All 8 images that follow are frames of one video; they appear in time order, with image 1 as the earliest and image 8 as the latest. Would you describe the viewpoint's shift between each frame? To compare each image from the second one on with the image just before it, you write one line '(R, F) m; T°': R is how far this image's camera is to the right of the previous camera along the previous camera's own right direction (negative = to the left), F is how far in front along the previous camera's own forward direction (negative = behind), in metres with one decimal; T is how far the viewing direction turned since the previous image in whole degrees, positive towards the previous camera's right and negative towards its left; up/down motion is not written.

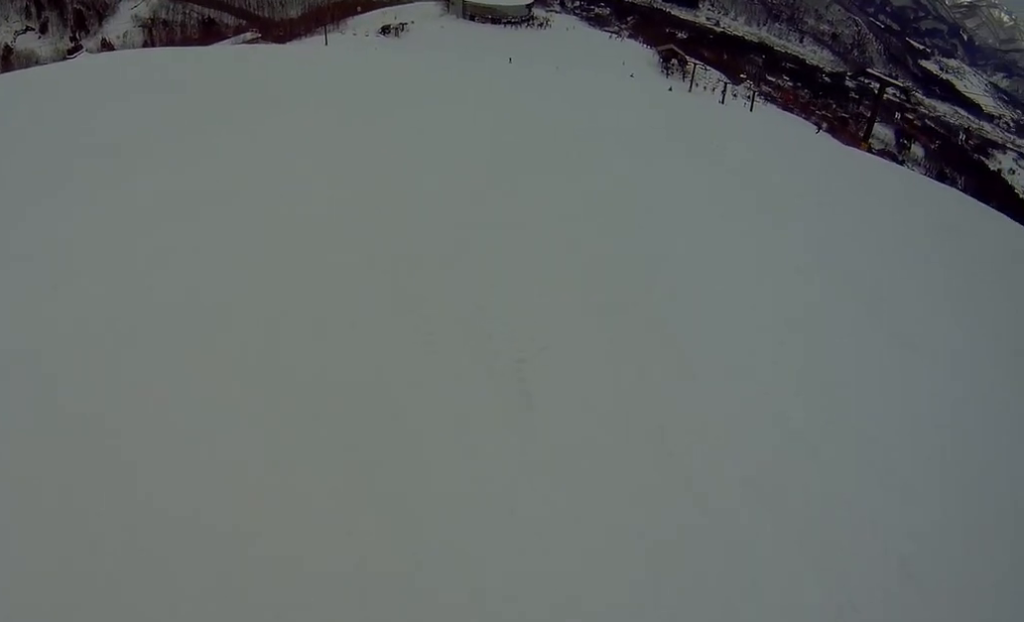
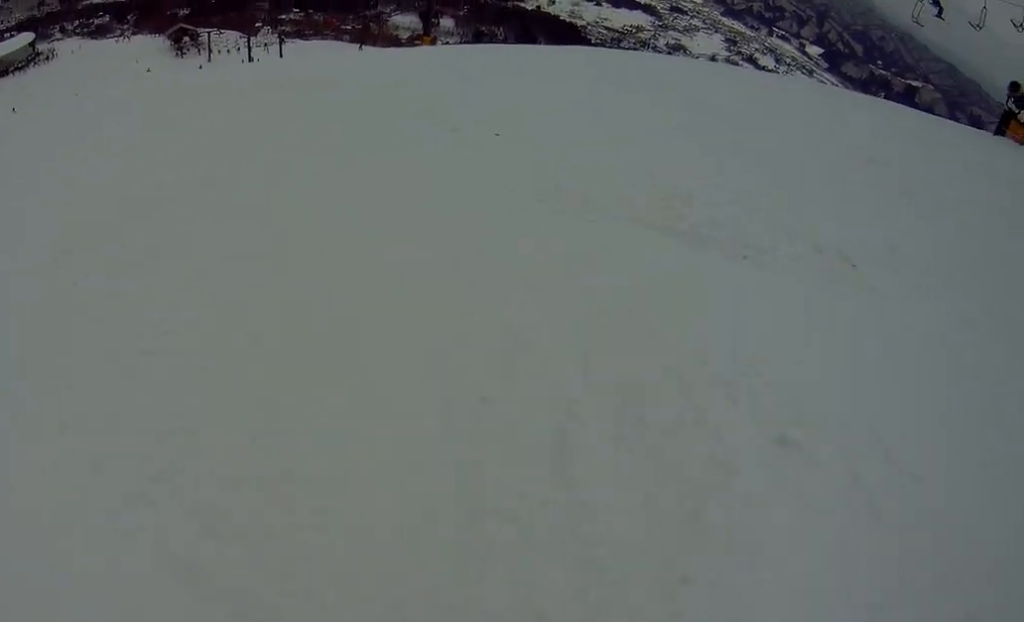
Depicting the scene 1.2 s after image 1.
(+1.0, +6.1) m; +26°
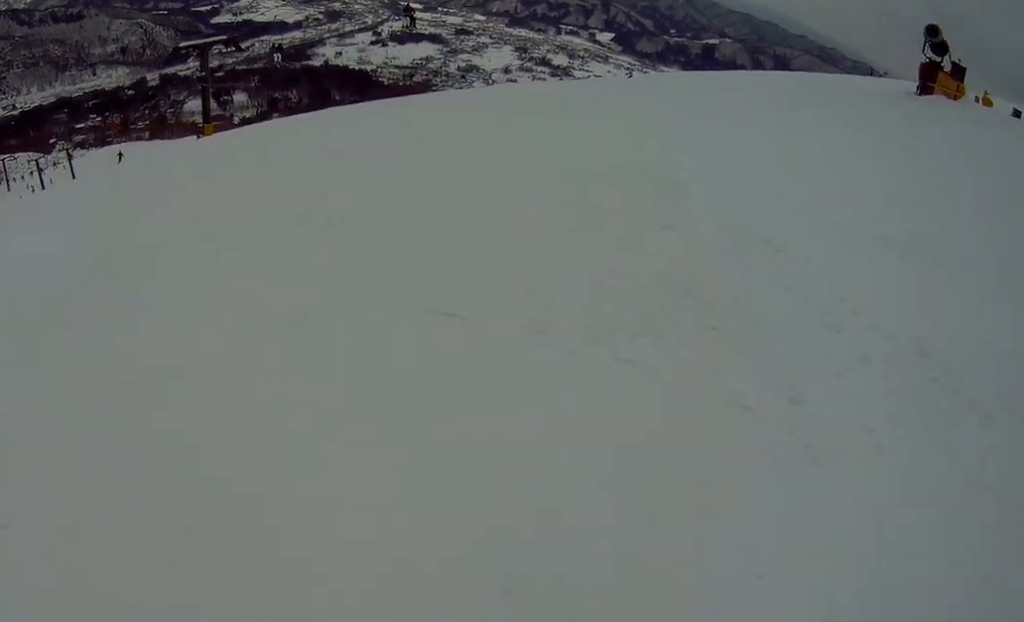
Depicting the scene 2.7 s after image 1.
(+1.9, +7.3) m; +11°
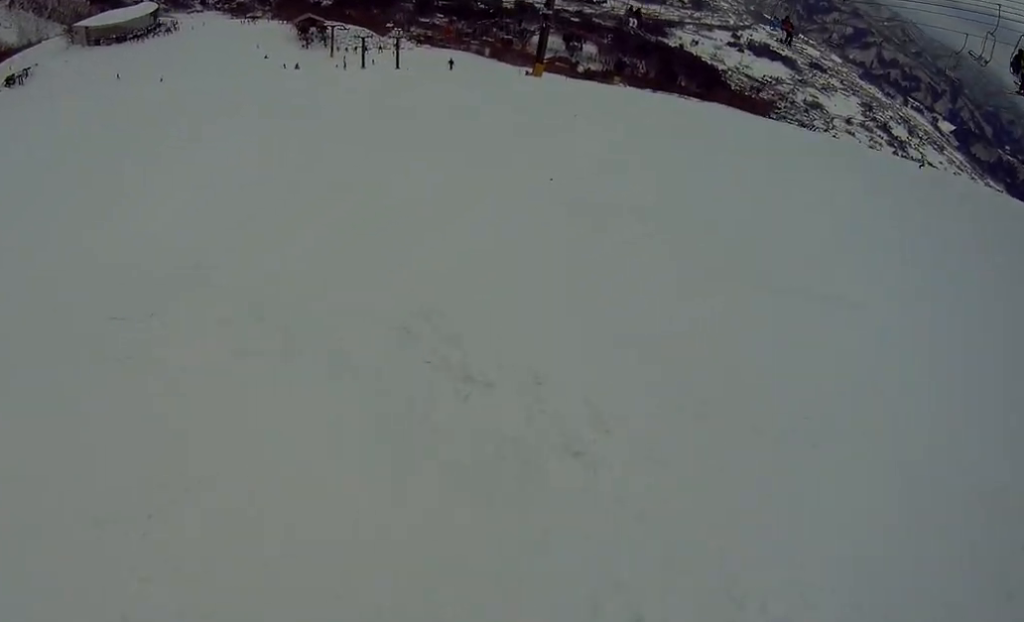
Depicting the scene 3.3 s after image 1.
(+0.3, +3.0) m; -10°
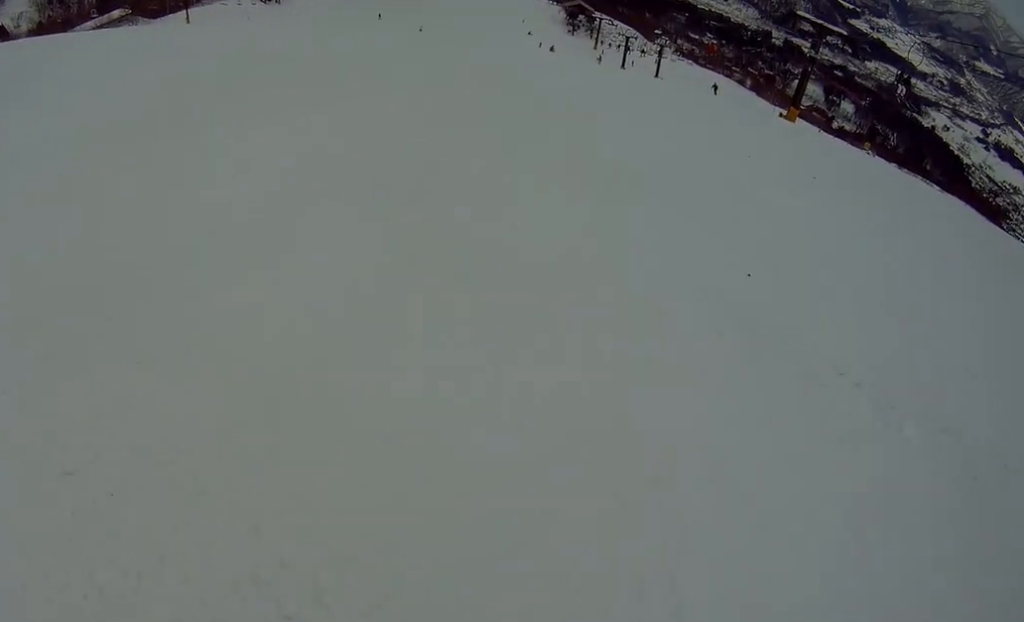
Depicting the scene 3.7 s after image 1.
(-0.4, +1.7) m; -21°
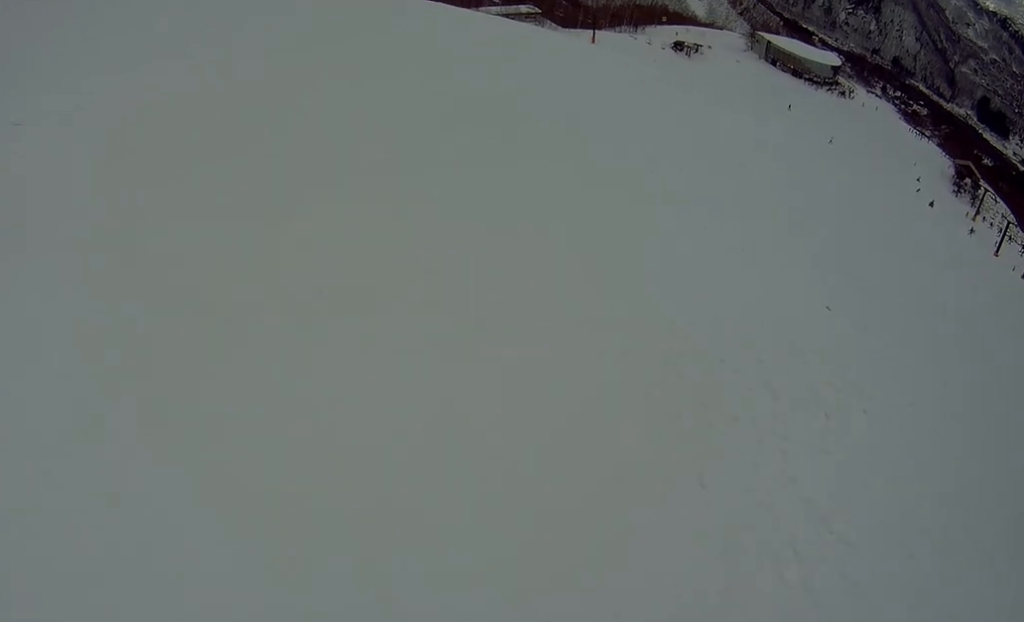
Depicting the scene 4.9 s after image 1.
(-2.5, +3.3) m; -56°
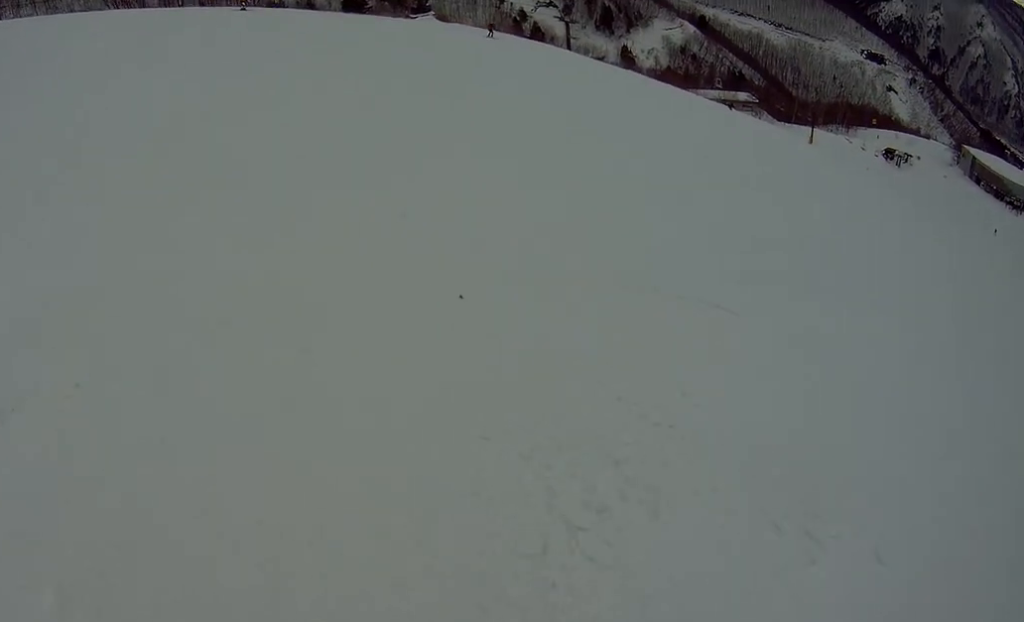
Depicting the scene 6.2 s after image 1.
(-0.6, +5.7) m; +3°
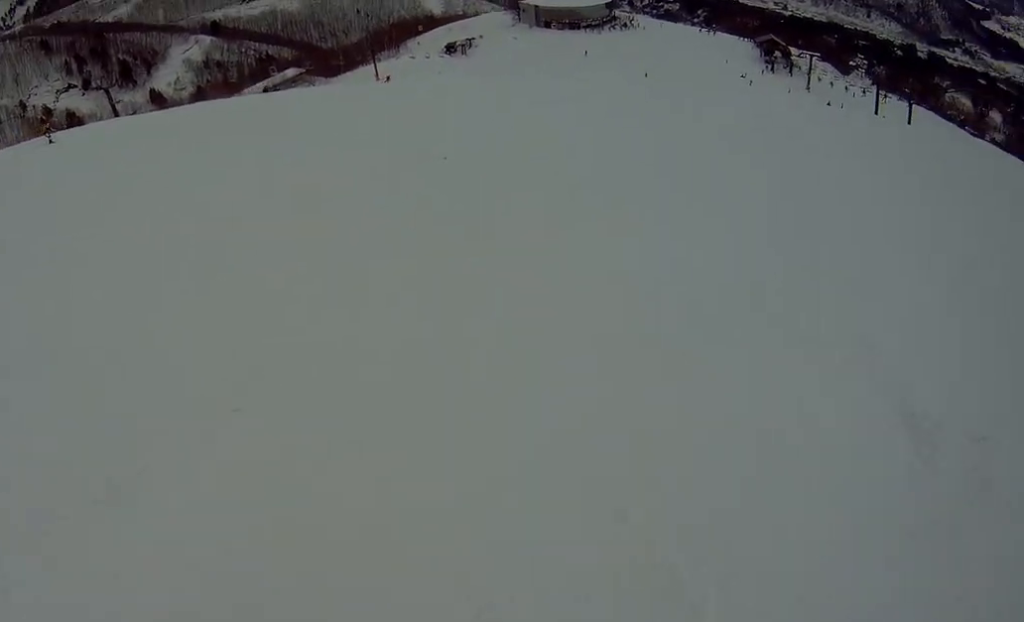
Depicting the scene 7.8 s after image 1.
(+1.3, +8.2) m; +25°
